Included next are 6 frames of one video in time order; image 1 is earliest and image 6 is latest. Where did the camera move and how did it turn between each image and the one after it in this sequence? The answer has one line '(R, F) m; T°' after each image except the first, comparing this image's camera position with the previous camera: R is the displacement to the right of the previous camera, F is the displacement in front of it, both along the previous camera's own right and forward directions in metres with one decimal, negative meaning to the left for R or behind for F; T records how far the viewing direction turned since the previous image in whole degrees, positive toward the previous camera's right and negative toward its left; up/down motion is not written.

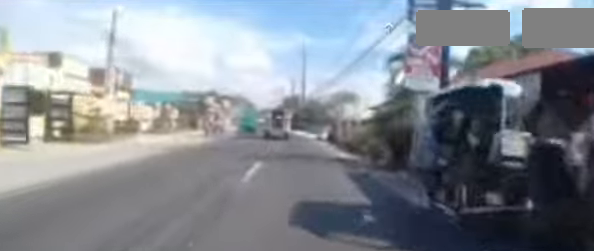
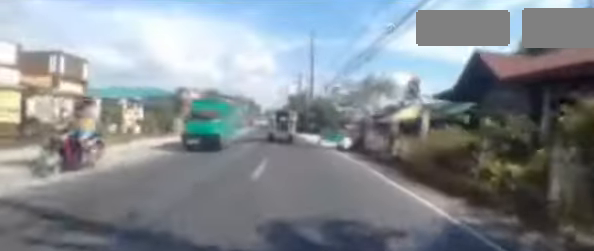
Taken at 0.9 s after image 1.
(+0.4, +7.8) m; 0°
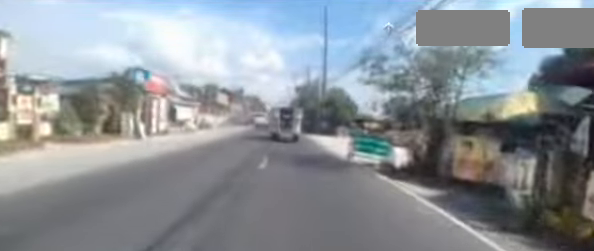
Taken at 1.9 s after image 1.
(-0.4, +8.4) m; 0°
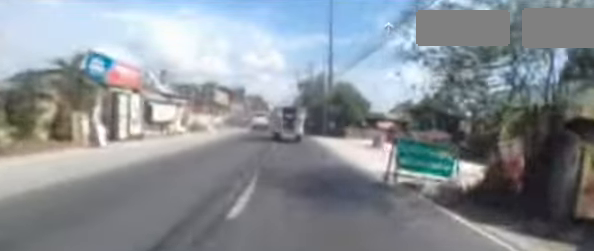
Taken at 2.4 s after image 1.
(+0.2, +3.7) m; +1°
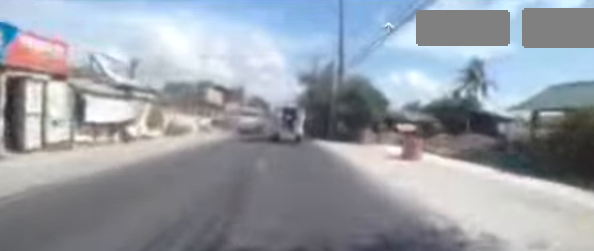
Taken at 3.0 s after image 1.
(+0.1, +5.0) m; +1°
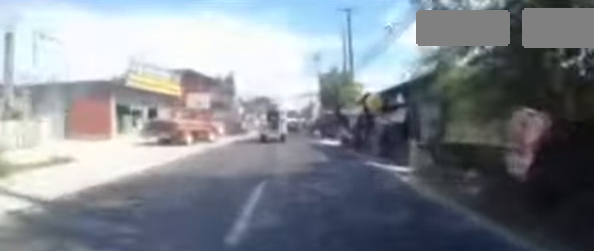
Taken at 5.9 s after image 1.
(-2.1, +22.4) m; -8°
